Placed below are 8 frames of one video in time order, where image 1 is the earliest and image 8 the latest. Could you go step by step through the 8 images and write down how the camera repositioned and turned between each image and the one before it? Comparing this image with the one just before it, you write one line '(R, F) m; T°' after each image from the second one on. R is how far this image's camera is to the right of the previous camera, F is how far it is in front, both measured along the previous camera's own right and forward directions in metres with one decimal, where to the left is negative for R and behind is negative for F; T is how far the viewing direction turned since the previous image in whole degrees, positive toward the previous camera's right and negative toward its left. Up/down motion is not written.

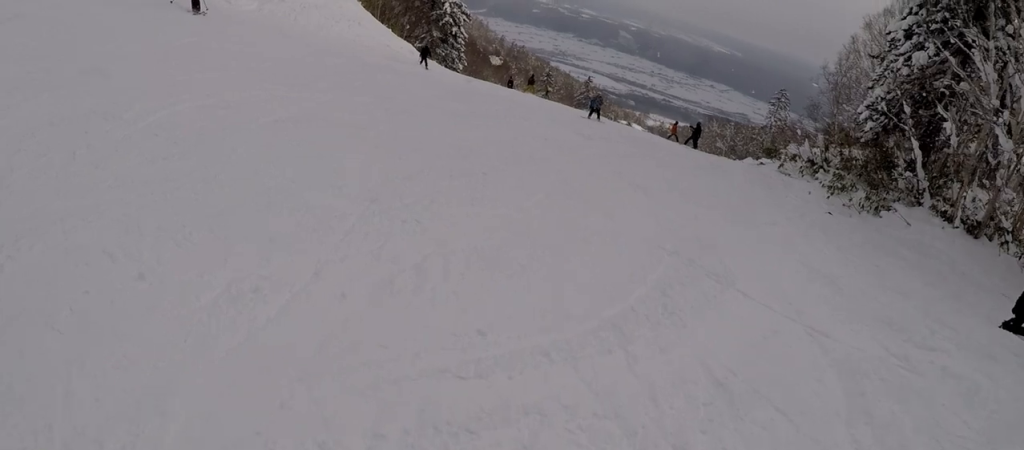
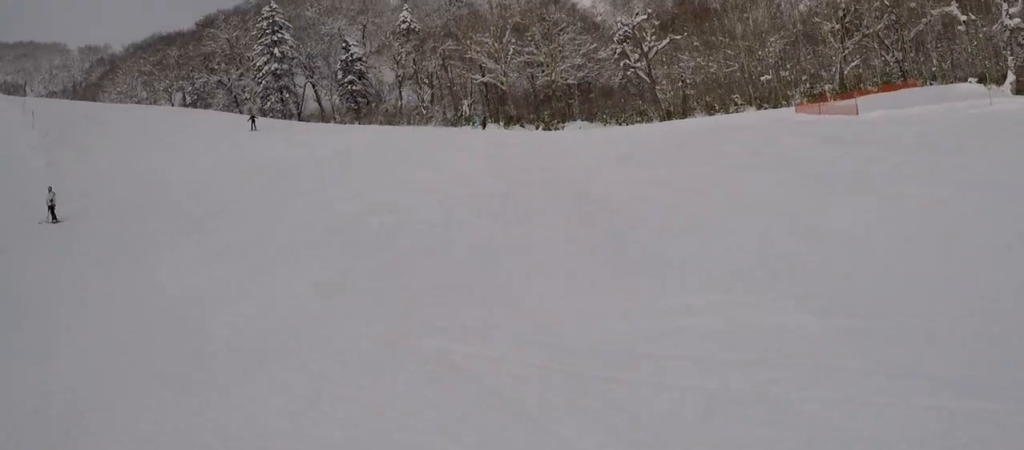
(-2.3, +6.7) m; -35°
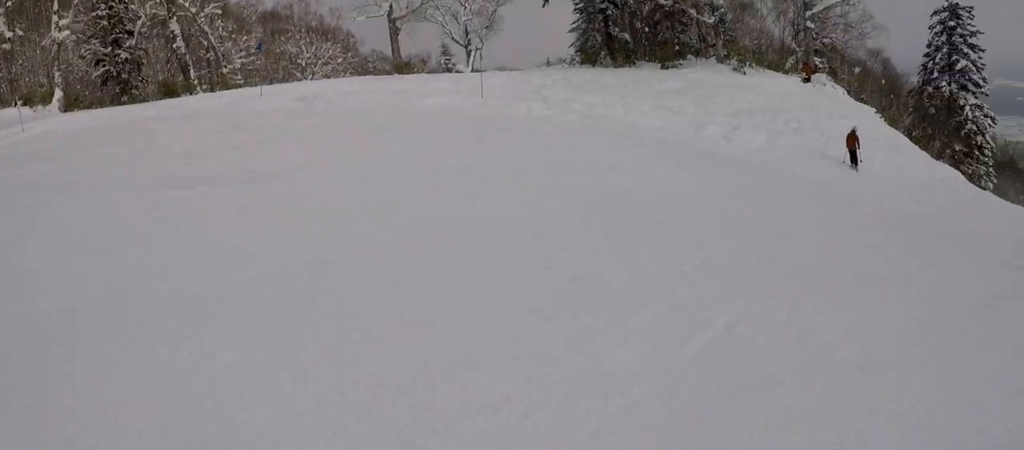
(-0.4, +2.5) m; +5°
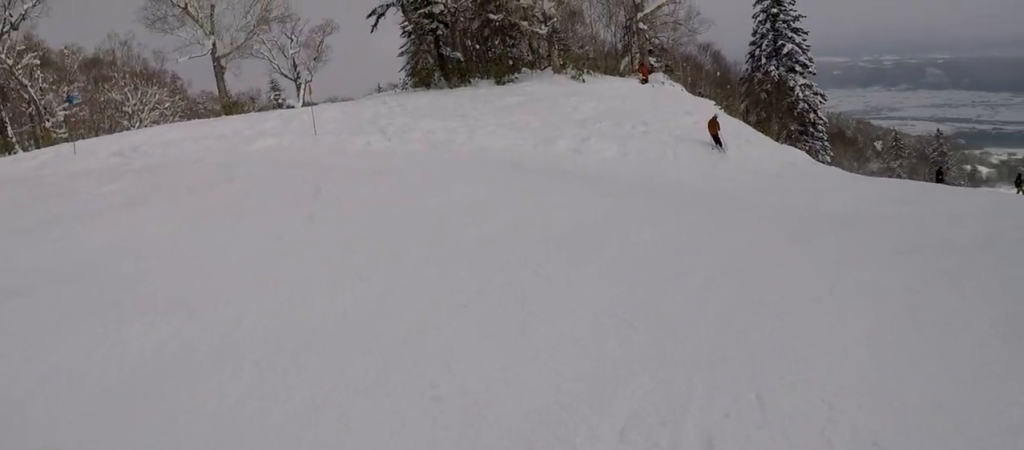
(+0.2, +1.6) m; +3°
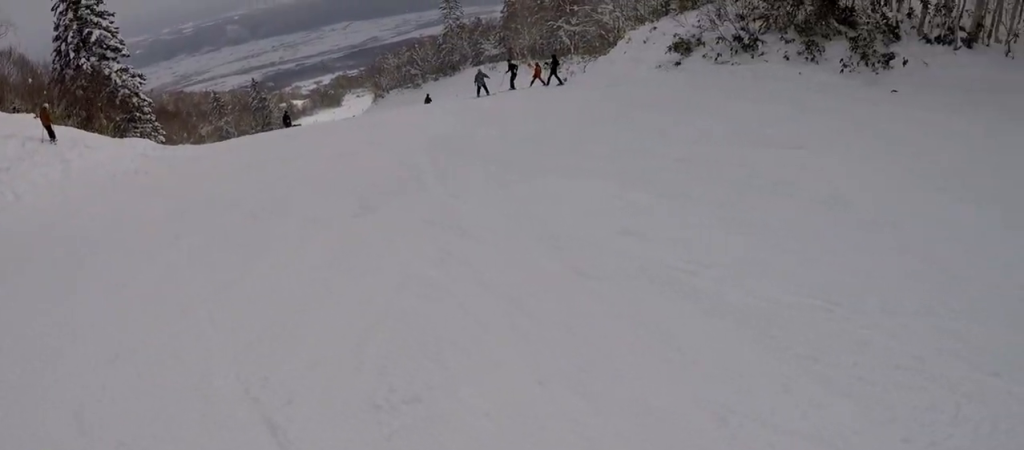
(+0.5, +4.9) m; +47°
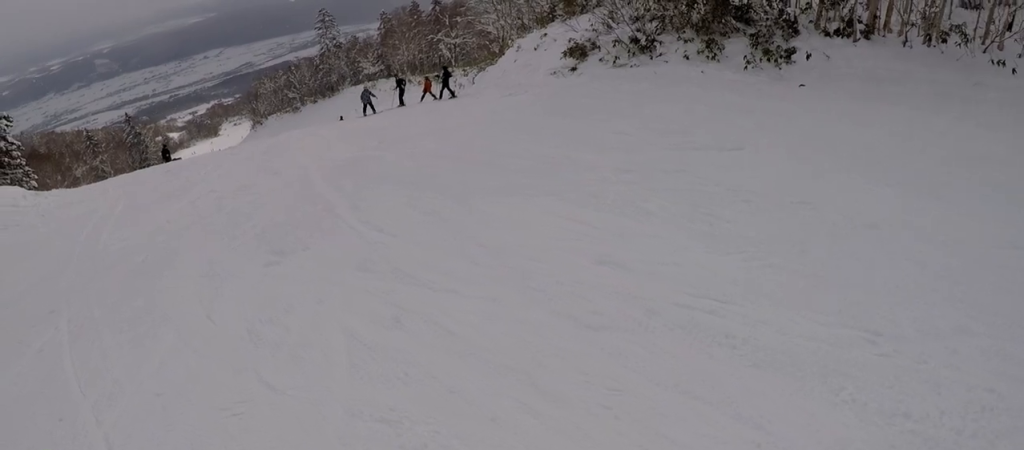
(+1.5, +1.8) m; +17°
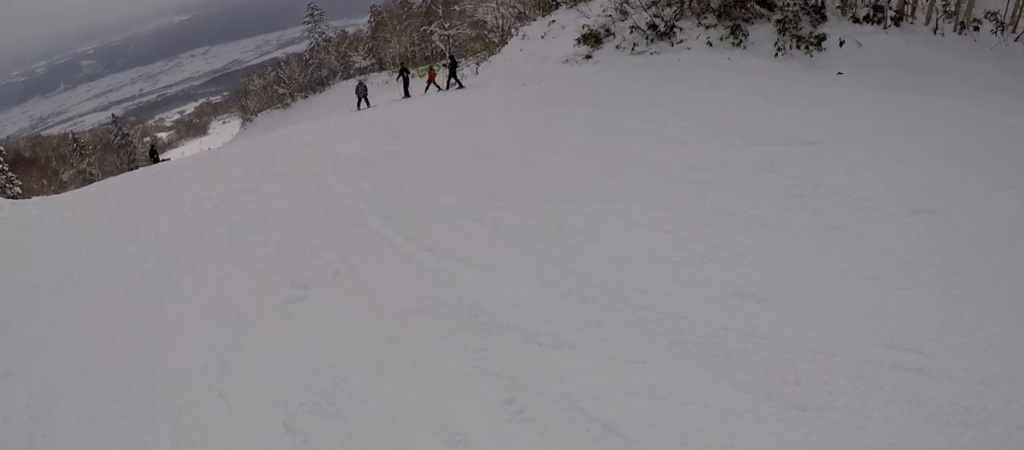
(+0.1, +2.1) m; +5°
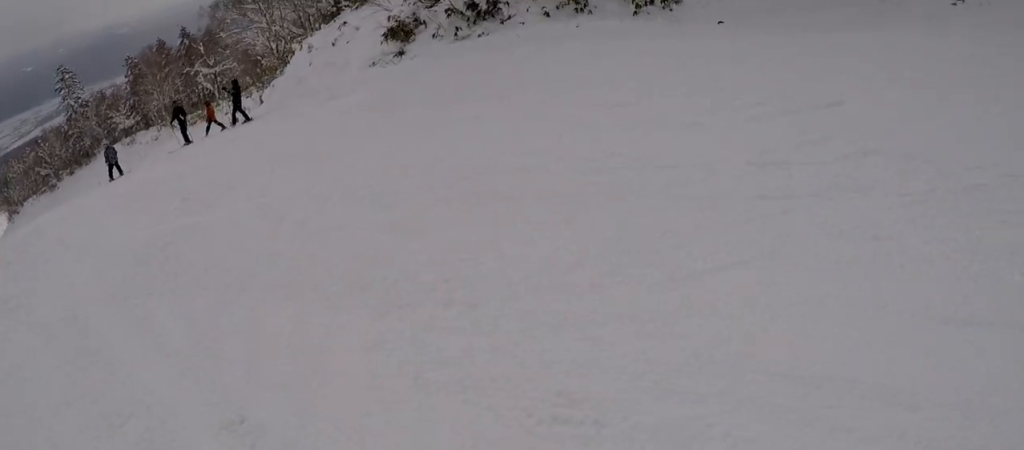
(-0.2, +4.6) m; +12°
